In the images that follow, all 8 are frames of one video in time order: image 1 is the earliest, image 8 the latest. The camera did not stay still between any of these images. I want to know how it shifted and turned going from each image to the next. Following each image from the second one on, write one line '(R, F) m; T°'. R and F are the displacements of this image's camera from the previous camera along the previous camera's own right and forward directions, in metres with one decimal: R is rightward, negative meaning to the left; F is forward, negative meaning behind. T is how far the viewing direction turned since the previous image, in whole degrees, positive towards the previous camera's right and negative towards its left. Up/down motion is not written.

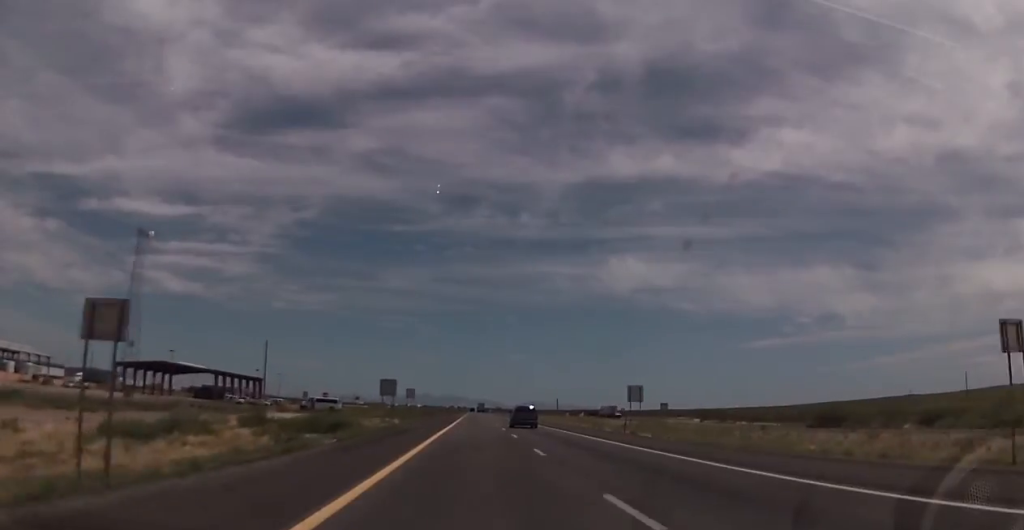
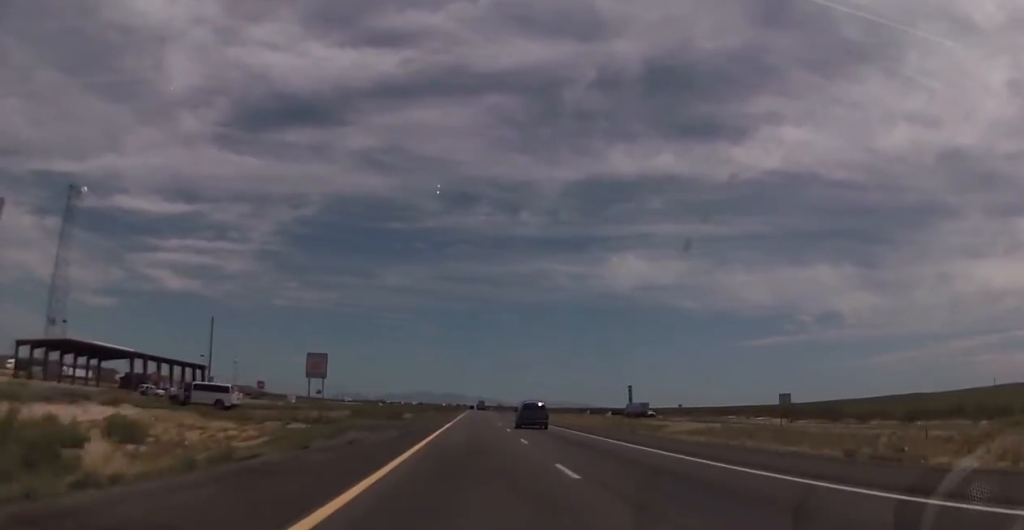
(+0.1, +43.6) m; -1°
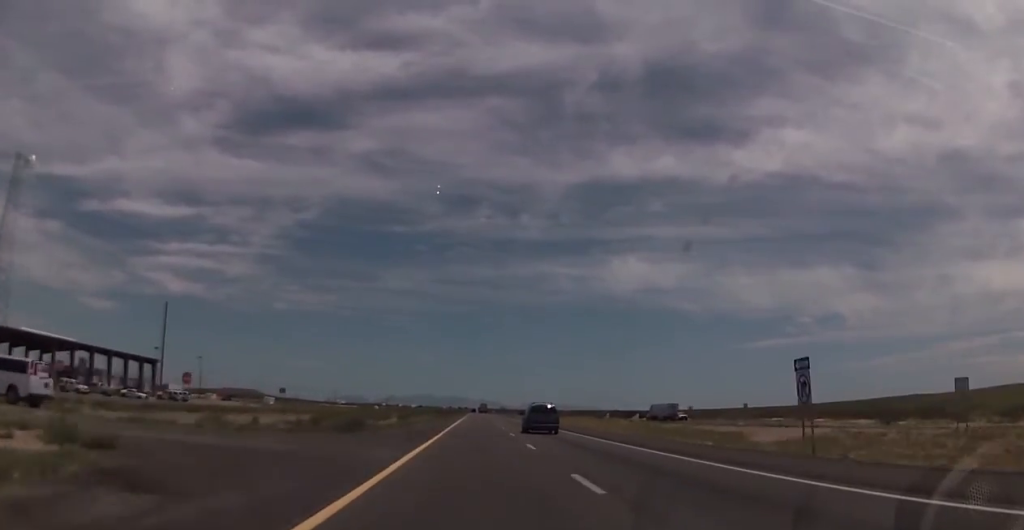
(-0.4, +26.9) m; +1°
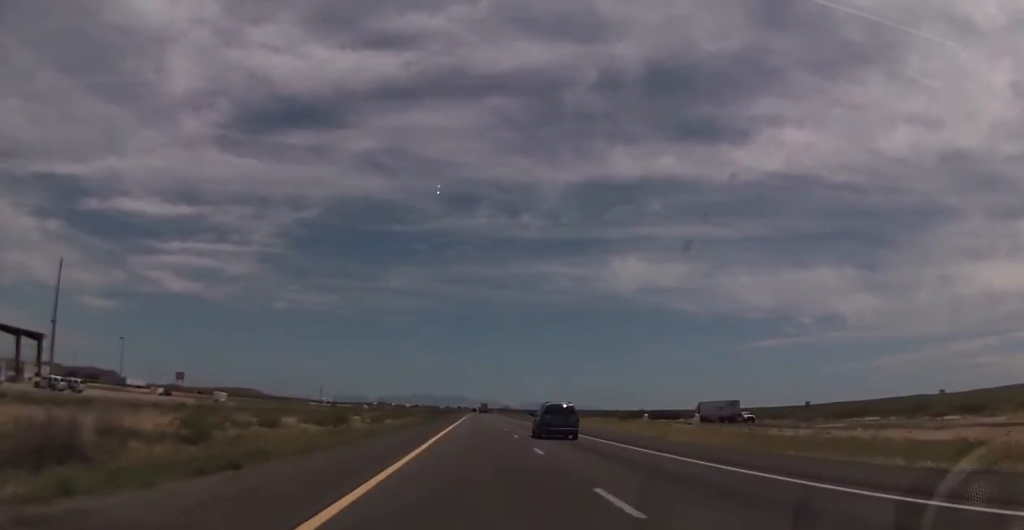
(+0.9, +39.2) m; 0°
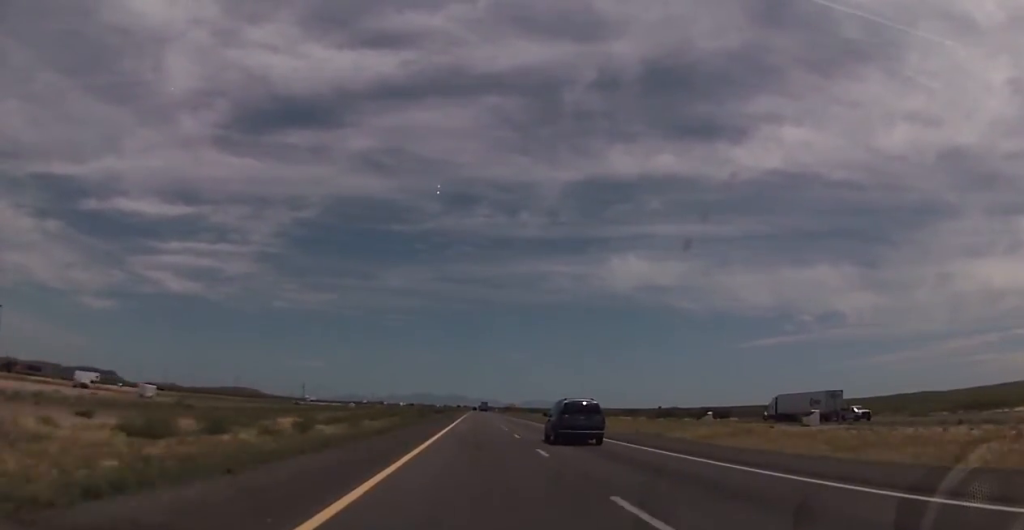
(-1.0, +38.0) m; -1°
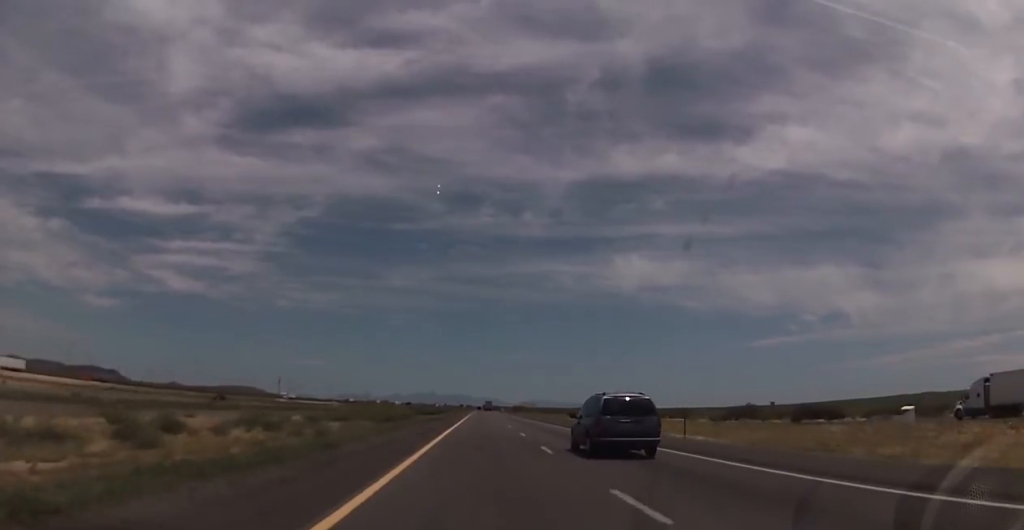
(+0.8, +48.0) m; +1°
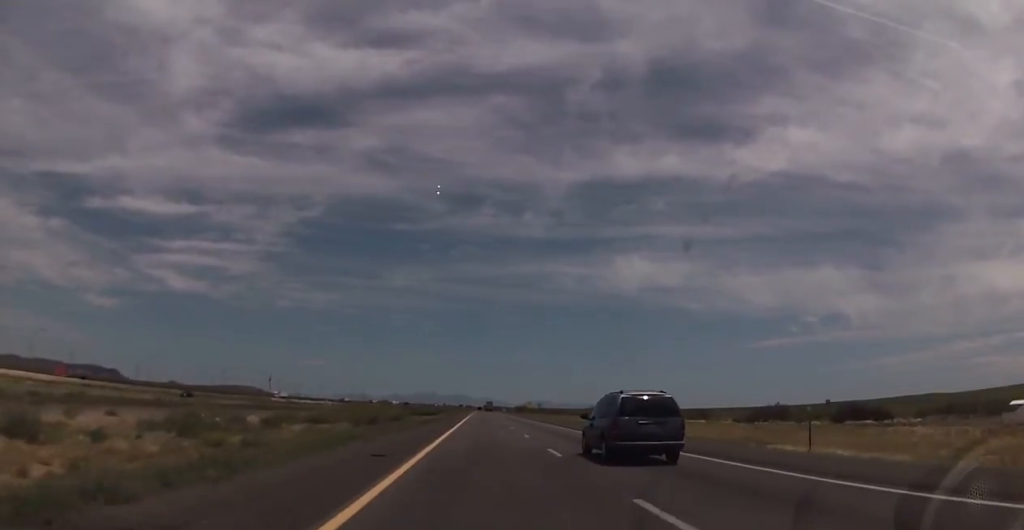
(0.0, +13.4) m; 0°
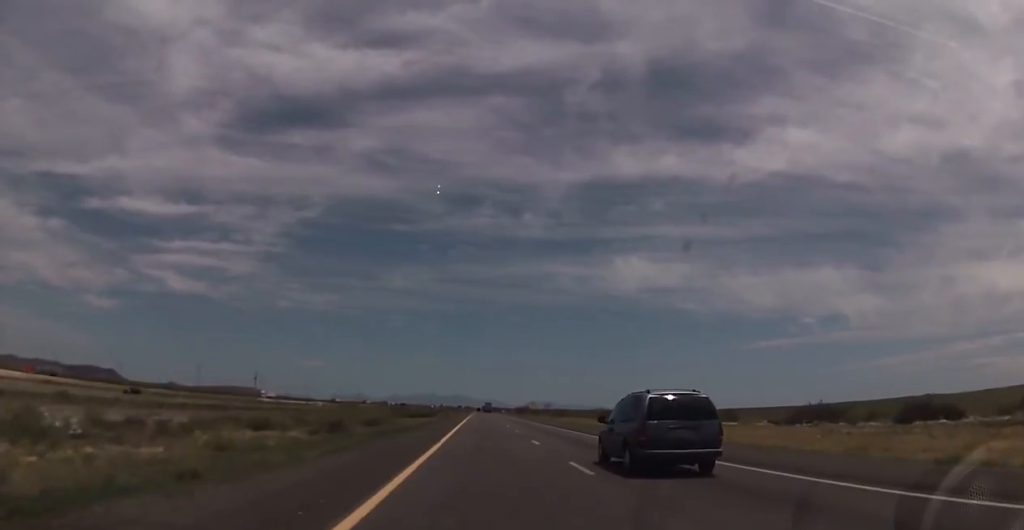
(0.0, +16.7) m; 0°
